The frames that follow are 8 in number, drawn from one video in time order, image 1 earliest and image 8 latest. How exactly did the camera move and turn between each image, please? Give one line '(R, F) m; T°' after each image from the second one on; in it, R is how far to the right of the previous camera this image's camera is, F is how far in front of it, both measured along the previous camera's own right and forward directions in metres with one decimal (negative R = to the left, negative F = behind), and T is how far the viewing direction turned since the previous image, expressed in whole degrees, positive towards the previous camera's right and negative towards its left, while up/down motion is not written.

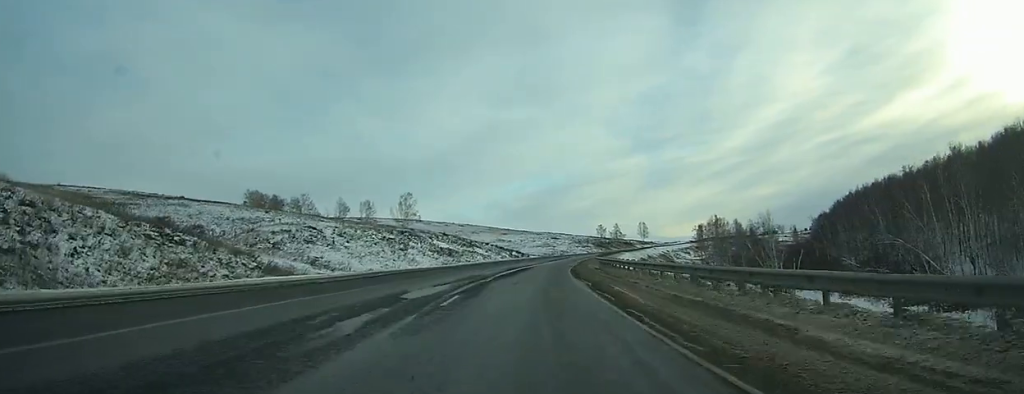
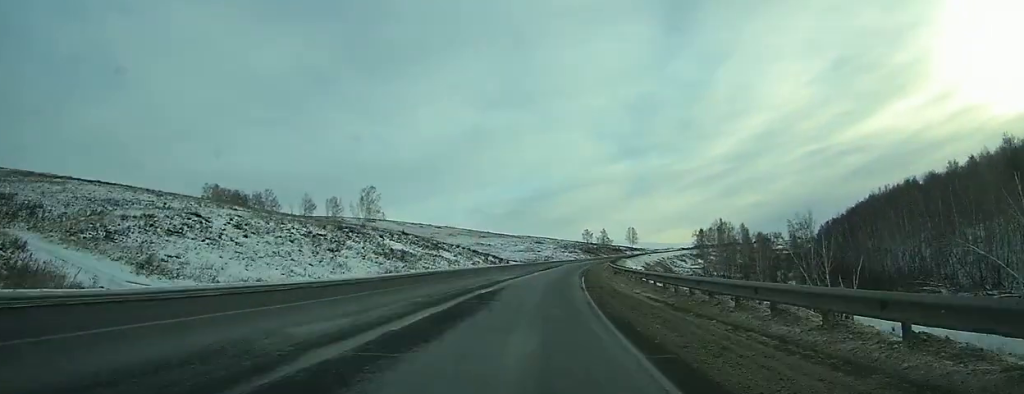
(+0.4, +27.8) m; +2°
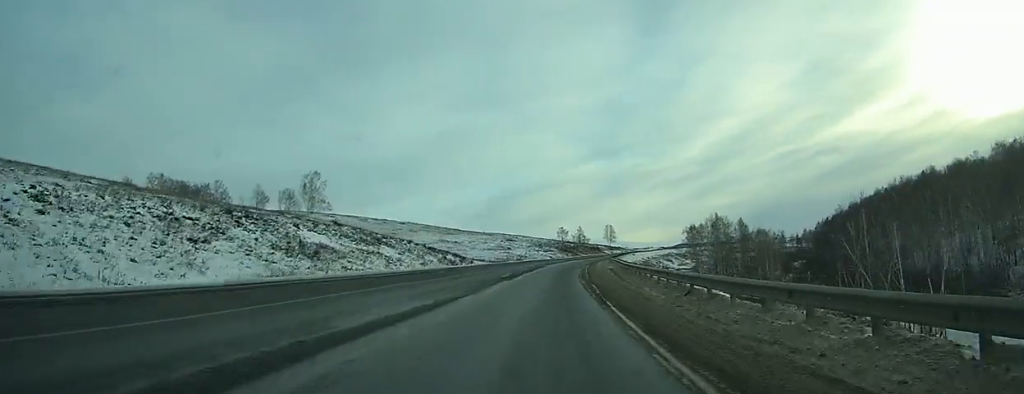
(+0.1, +26.1) m; +2°
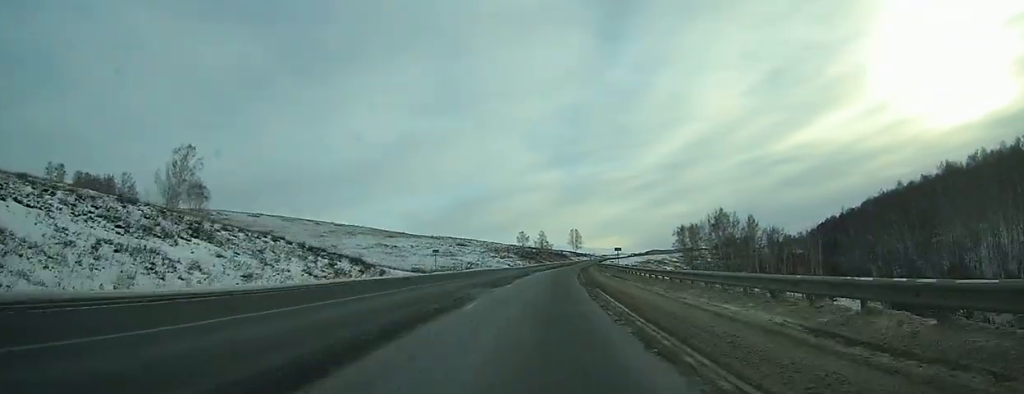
(+1.3, +42.9) m; +4°
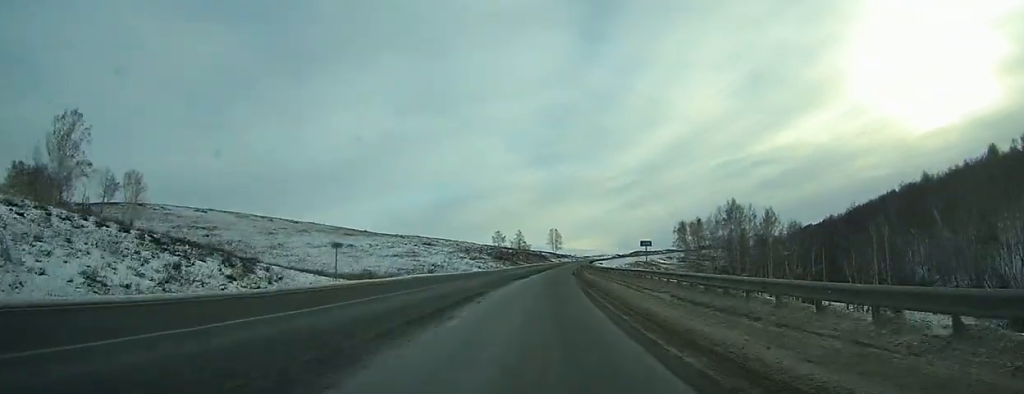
(+0.8, +26.2) m; +2°
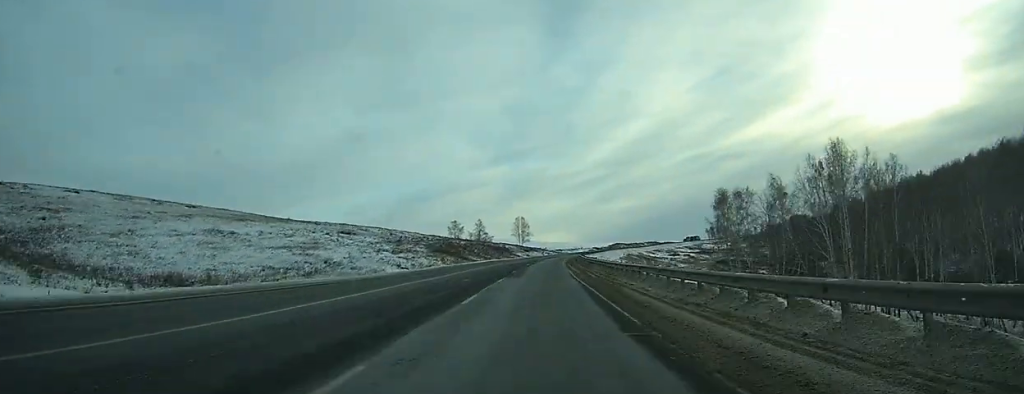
(+1.8, +55.7) m; +4°
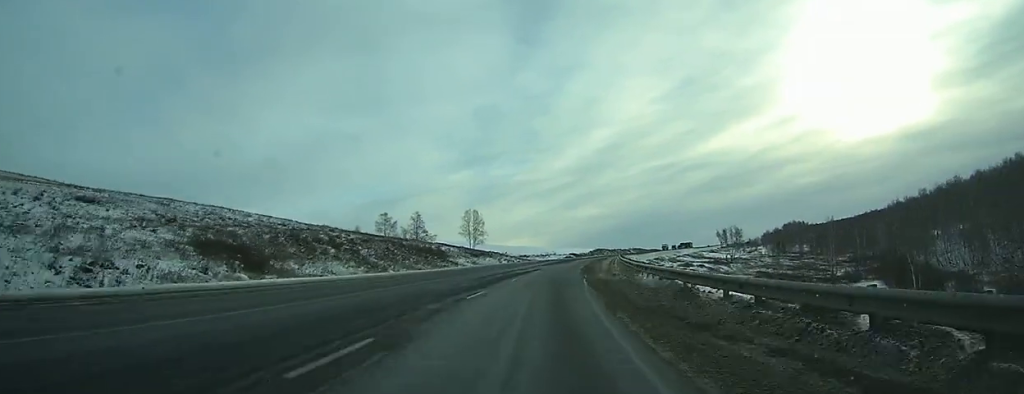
(+2.8, +80.5) m; +4°
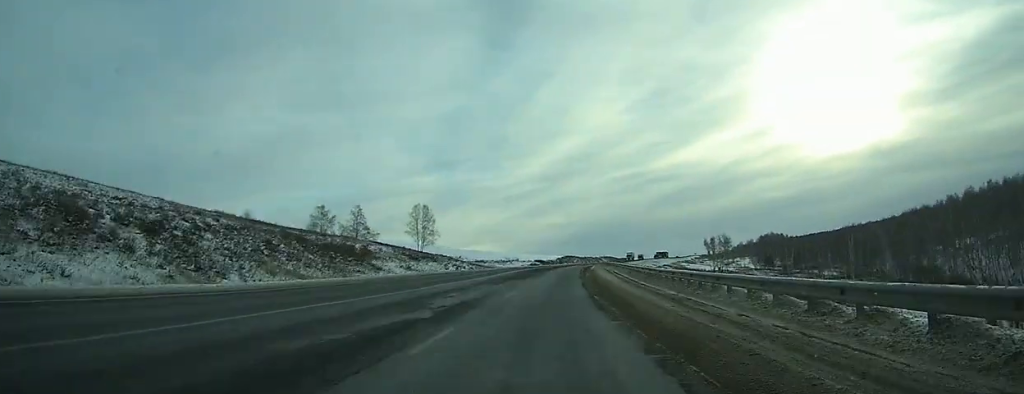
(+0.5, +33.5) m; +2°
